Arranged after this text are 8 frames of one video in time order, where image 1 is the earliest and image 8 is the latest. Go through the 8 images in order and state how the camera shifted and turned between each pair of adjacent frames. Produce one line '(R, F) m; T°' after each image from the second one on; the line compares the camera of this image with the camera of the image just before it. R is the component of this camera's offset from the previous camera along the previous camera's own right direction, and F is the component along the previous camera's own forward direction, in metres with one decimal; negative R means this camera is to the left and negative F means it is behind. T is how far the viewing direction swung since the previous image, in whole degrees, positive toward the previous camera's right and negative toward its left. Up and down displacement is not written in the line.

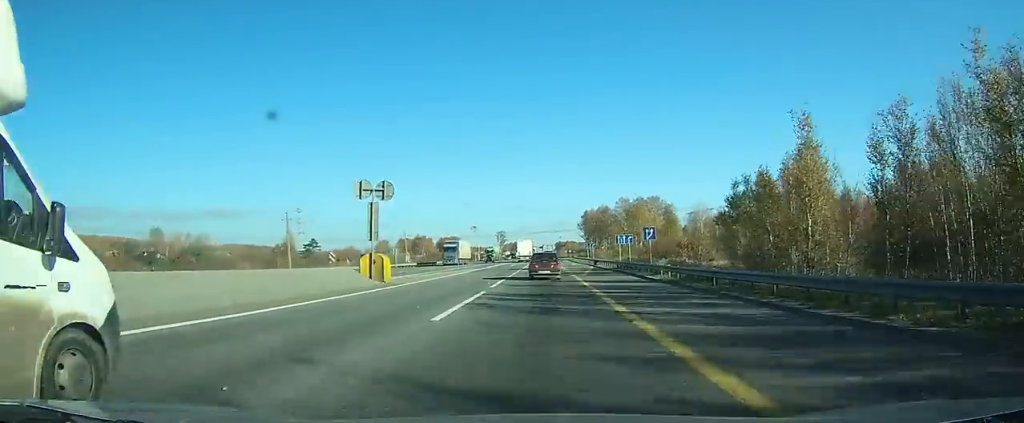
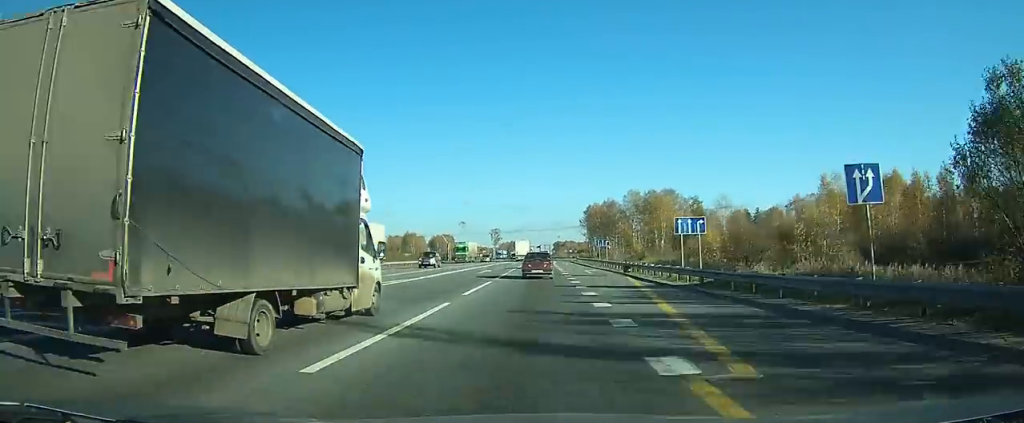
(+0.1, +30.8) m; 0°
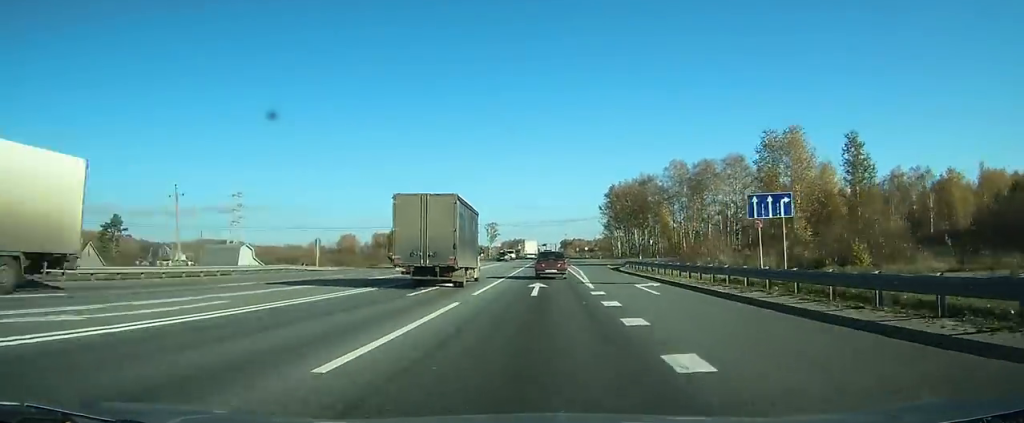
(0.0, +61.5) m; 0°
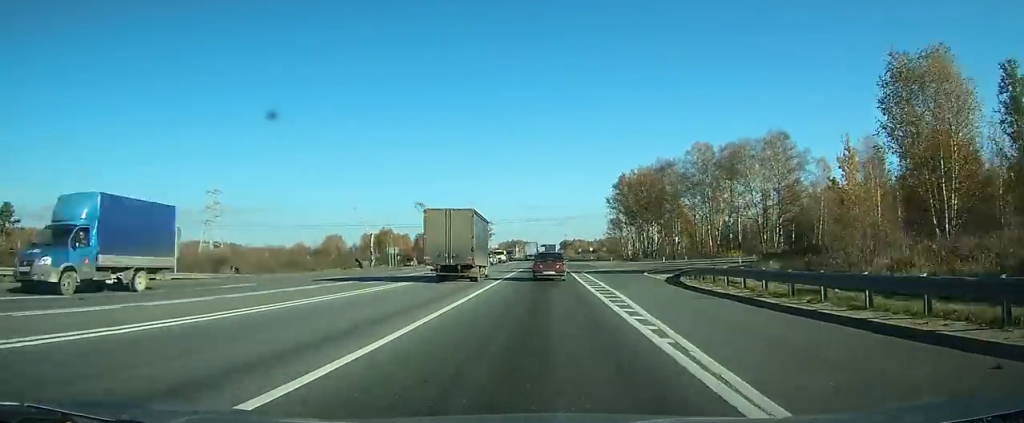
(0.0, +23.4) m; 0°
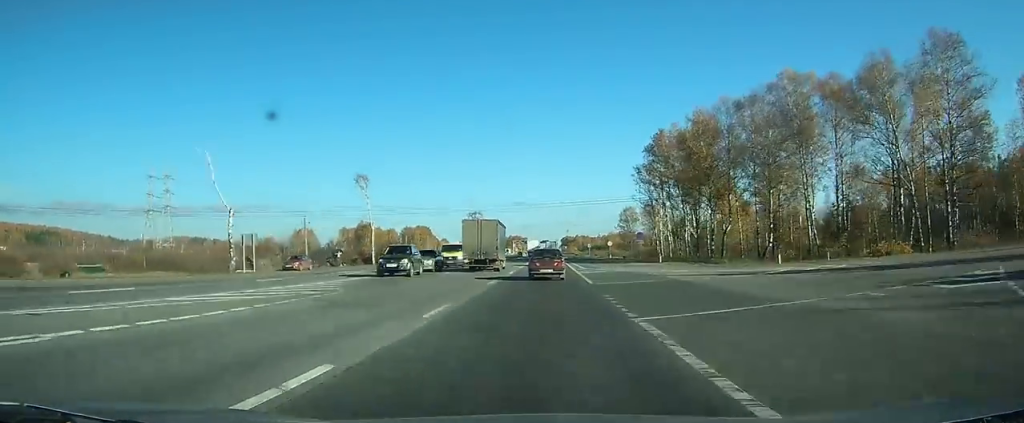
(-0.1, +42.3) m; 0°
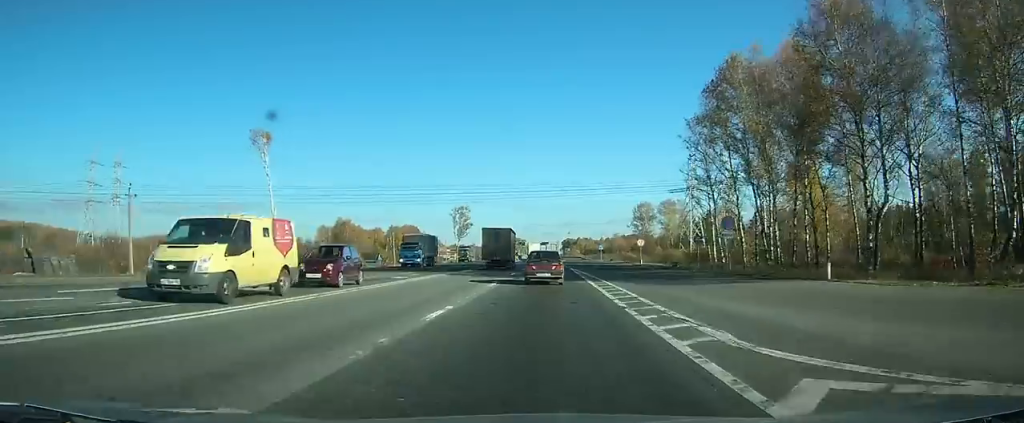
(0.0, +33.8) m; 0°
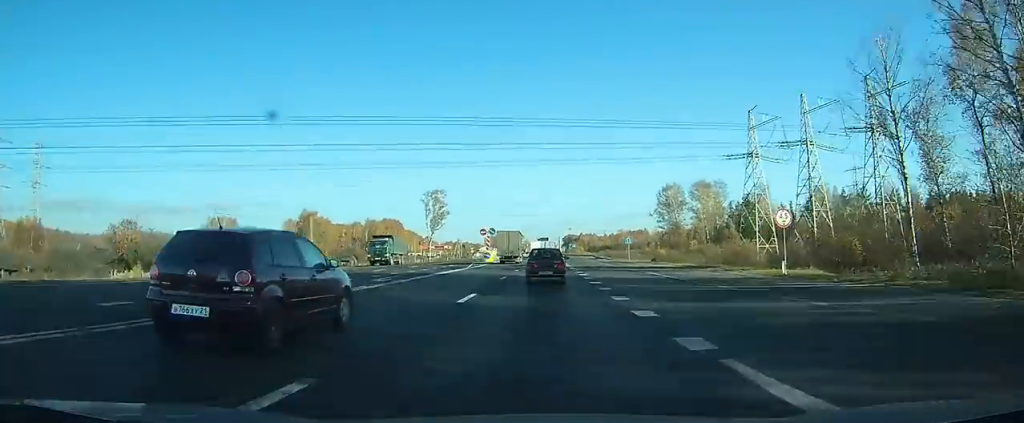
(0.0, +45.5) m; 0°
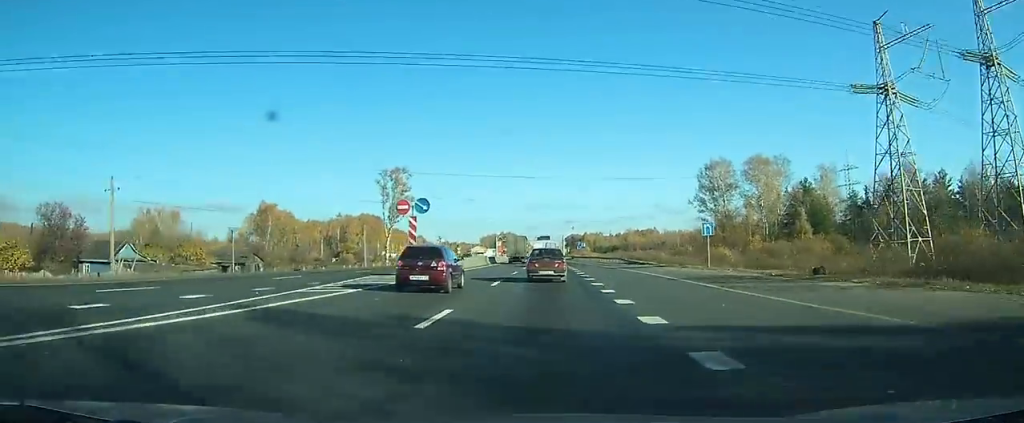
(-0.1, +42.2) m; -1°
